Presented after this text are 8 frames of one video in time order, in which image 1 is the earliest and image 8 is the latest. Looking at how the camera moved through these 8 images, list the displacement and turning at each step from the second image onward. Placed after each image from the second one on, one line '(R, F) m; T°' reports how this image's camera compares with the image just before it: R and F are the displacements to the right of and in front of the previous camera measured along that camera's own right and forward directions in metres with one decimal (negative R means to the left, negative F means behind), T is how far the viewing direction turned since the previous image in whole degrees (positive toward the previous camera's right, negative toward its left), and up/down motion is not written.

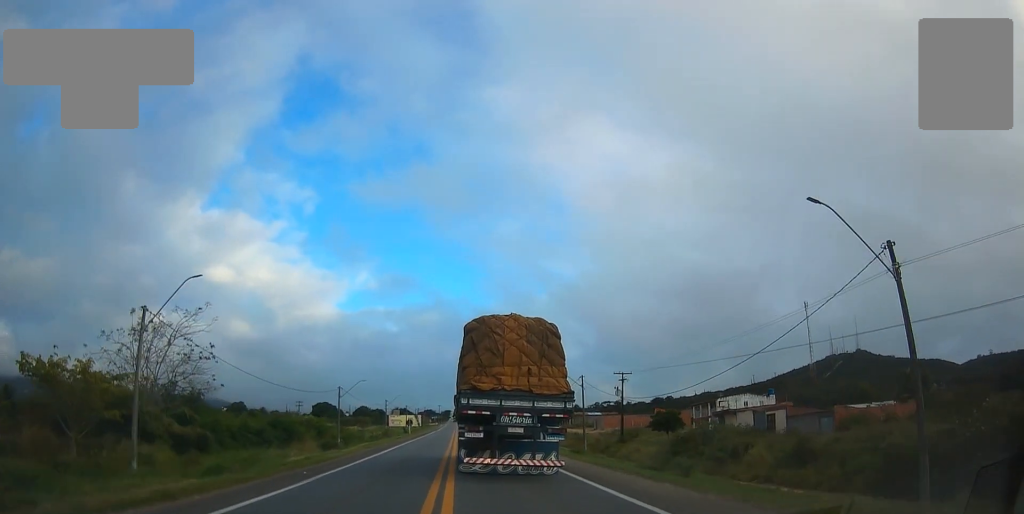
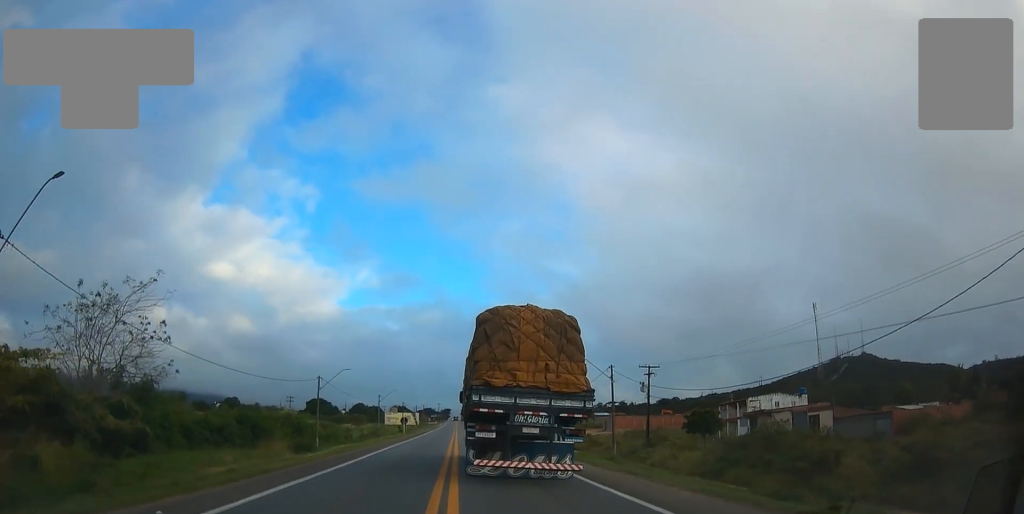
(+0.4, +9.7) m; +1°
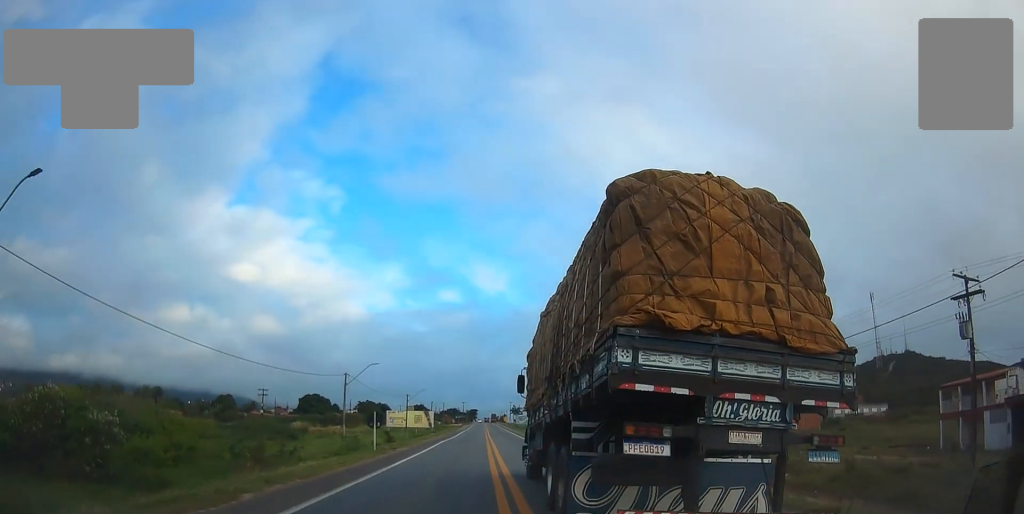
(0.0, +41.9) m; -3°
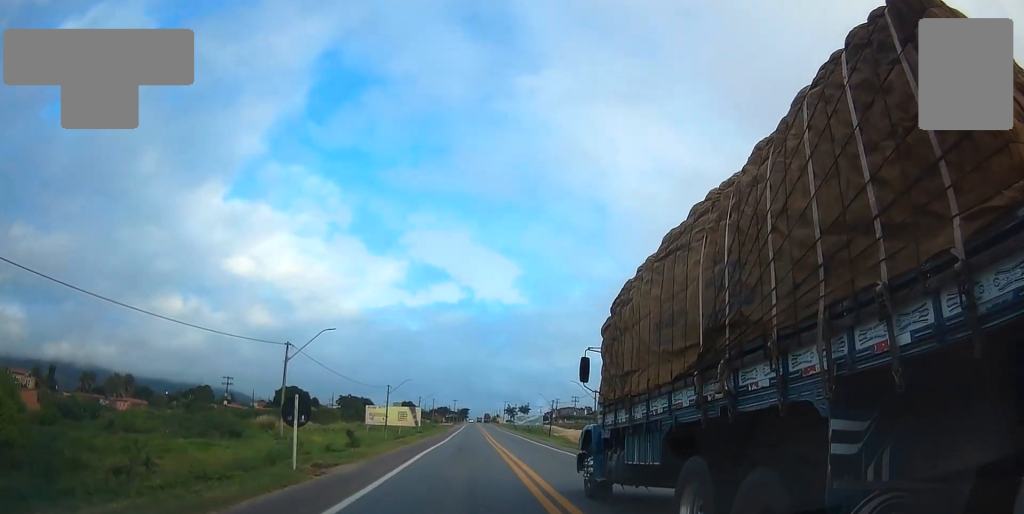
(-0.6, +16.1) m; 0°
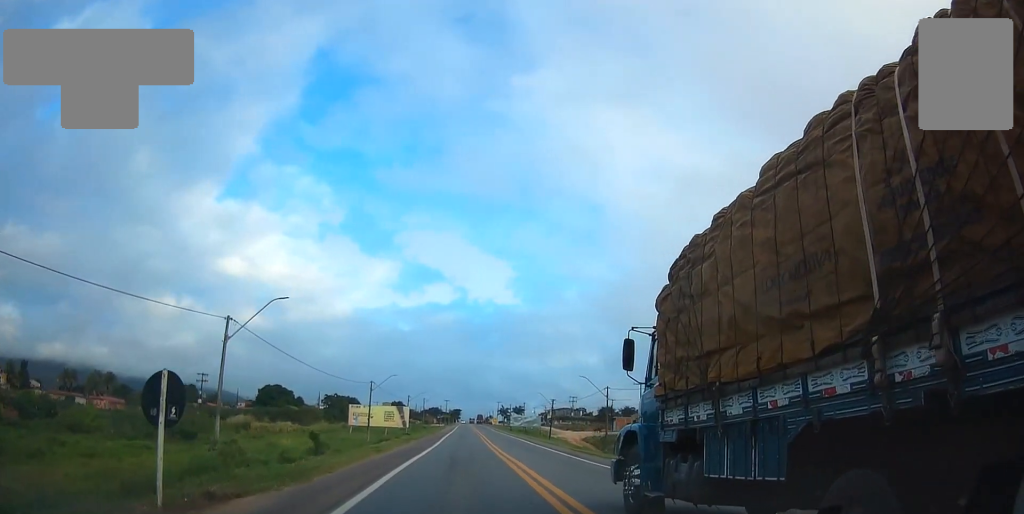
(0.0, +8.2) m; +1°
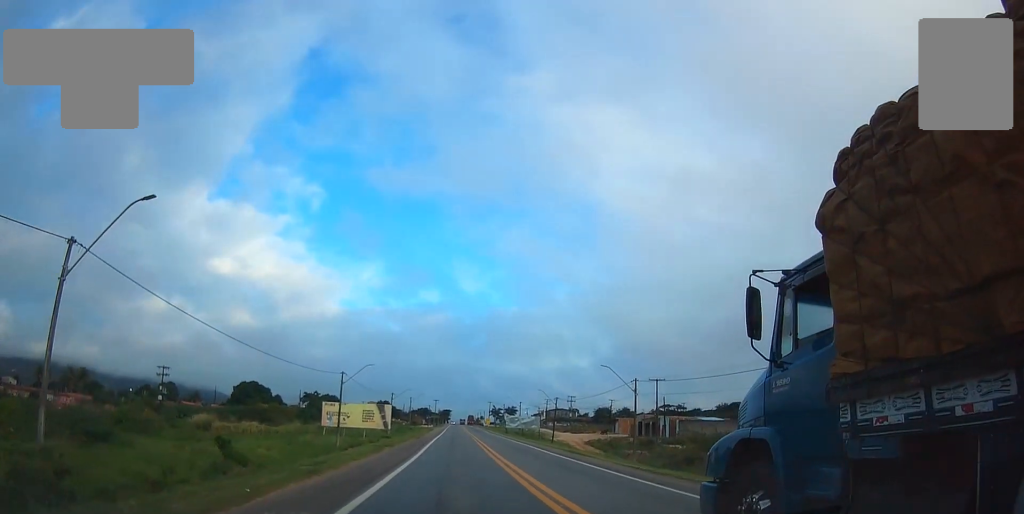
(+0.4, +11.5) m; +2°
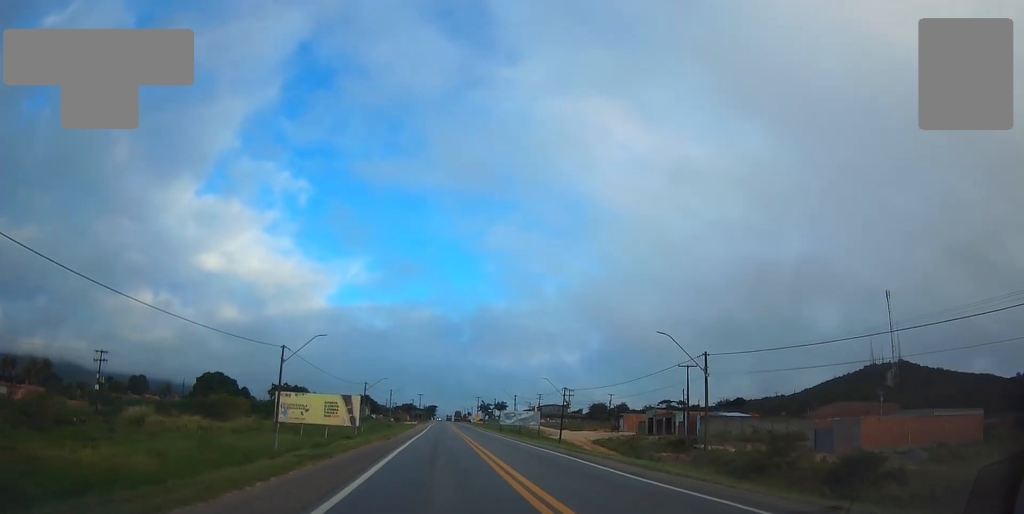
(+0.1, +15.0) m; 0°
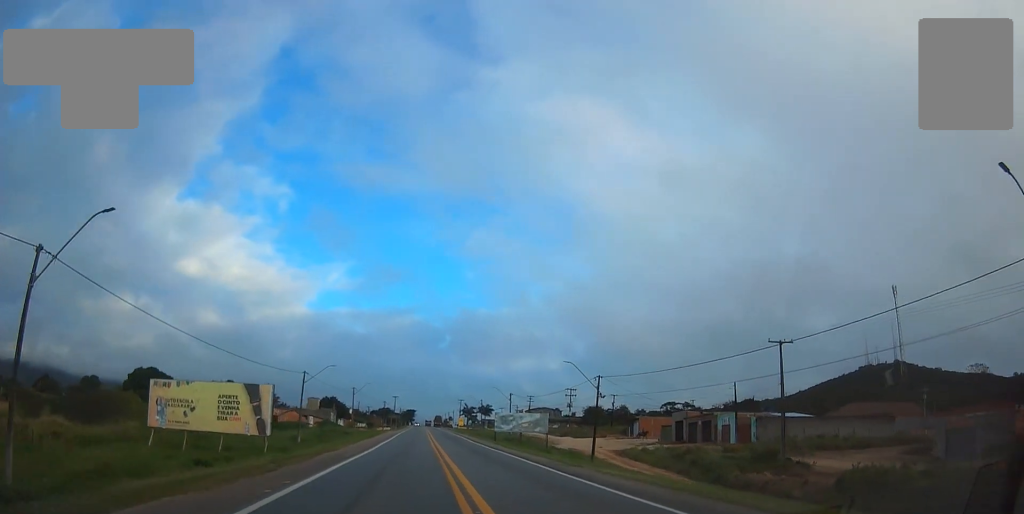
(0.0, +23.3) m; 0°
